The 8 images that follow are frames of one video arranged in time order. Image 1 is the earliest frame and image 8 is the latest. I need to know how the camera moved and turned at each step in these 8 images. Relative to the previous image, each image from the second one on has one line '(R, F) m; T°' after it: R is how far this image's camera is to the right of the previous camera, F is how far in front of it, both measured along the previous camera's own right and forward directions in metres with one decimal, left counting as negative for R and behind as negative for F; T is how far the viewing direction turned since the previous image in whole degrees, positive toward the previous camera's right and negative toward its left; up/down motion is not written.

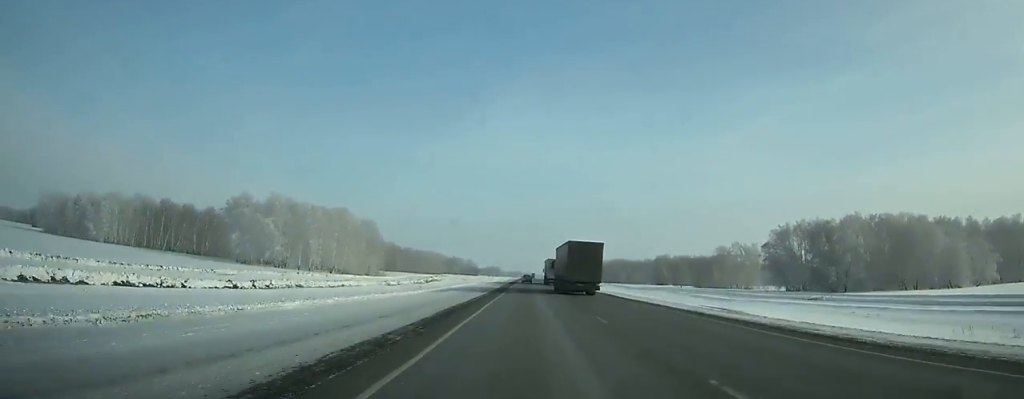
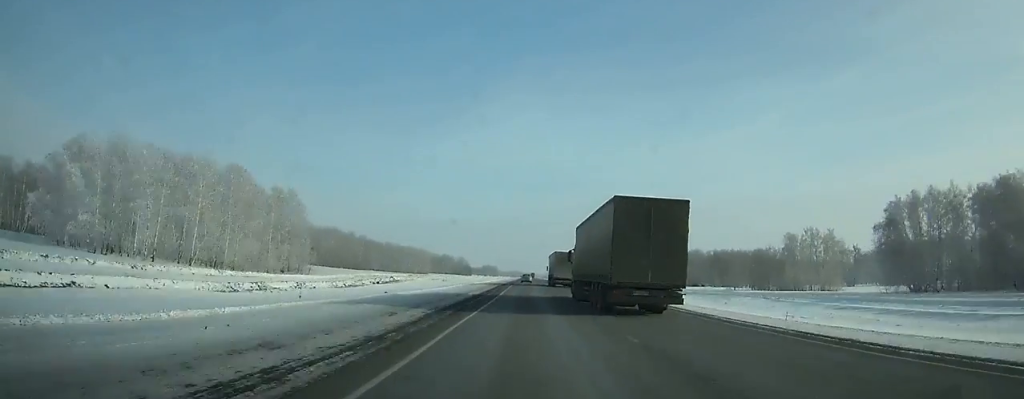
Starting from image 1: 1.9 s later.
(-0.1, +65.4) m; 0°
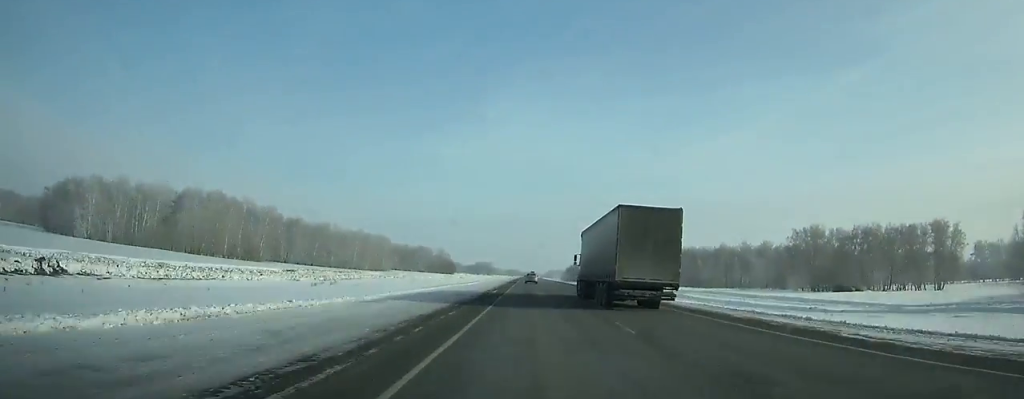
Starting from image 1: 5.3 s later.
(+0.1, +116.7) m; 0°
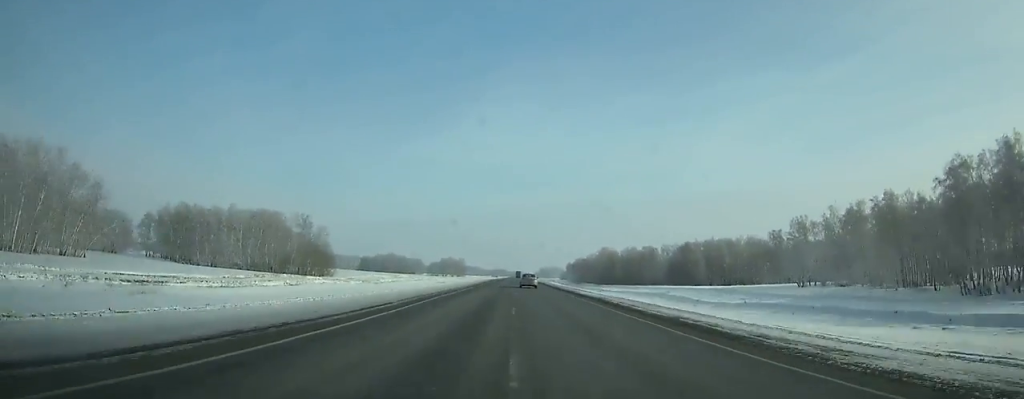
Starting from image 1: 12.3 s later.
(+3.0, +229.3) m; +1°
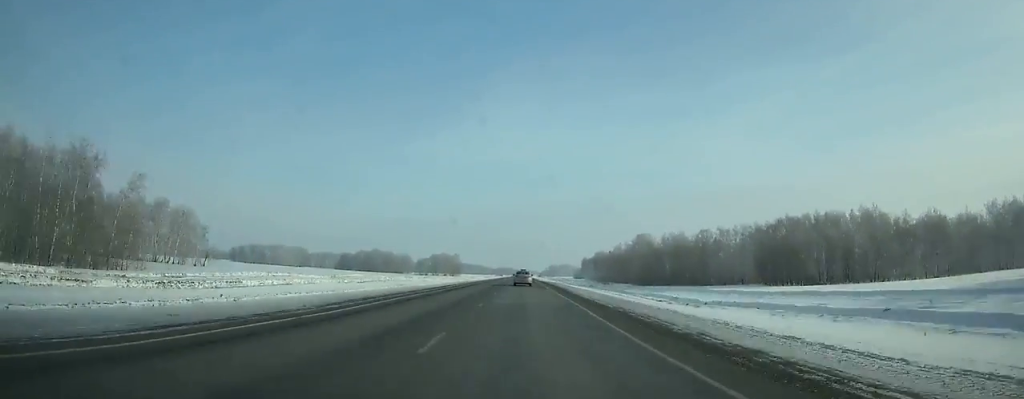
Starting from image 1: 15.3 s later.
(-0.7, +91.9) m; -1°
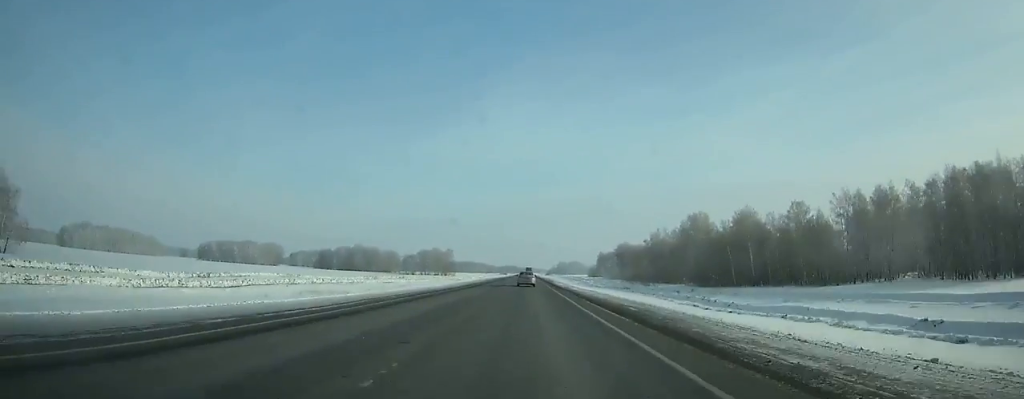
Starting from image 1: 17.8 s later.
(-0.3, +73.9) m; 0°
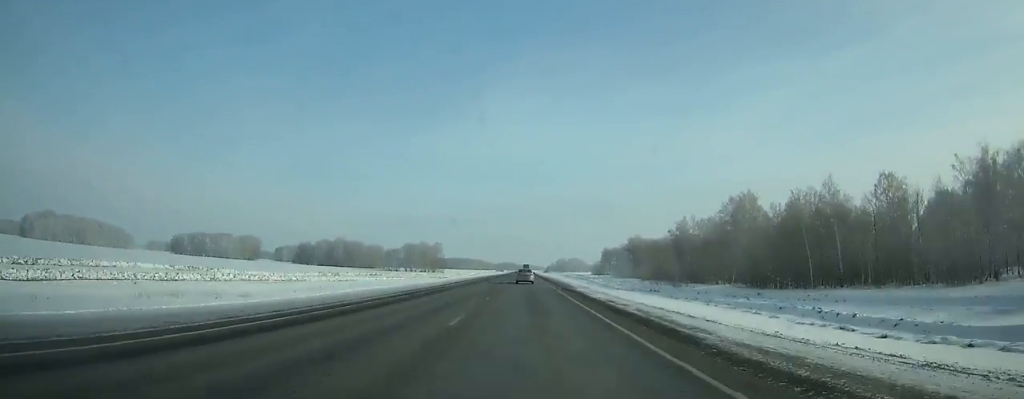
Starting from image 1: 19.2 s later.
(+0.1, +40.1) m; 0°
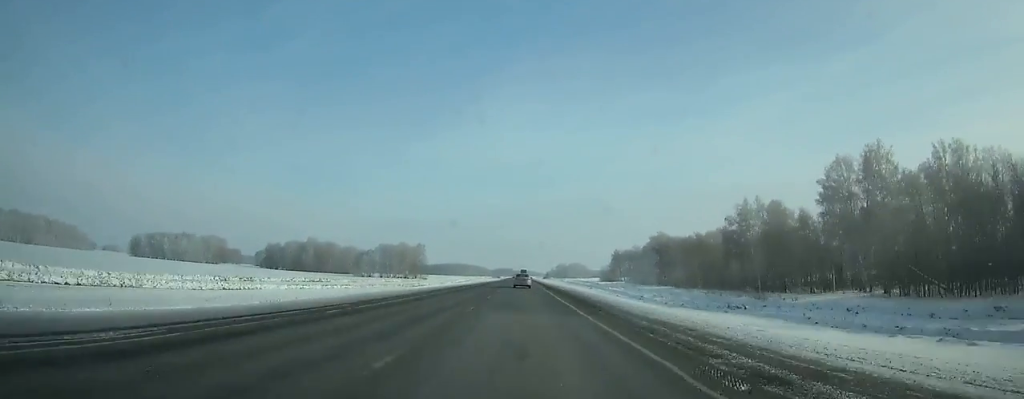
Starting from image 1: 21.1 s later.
(+0.1, +54.0) m; 0°
